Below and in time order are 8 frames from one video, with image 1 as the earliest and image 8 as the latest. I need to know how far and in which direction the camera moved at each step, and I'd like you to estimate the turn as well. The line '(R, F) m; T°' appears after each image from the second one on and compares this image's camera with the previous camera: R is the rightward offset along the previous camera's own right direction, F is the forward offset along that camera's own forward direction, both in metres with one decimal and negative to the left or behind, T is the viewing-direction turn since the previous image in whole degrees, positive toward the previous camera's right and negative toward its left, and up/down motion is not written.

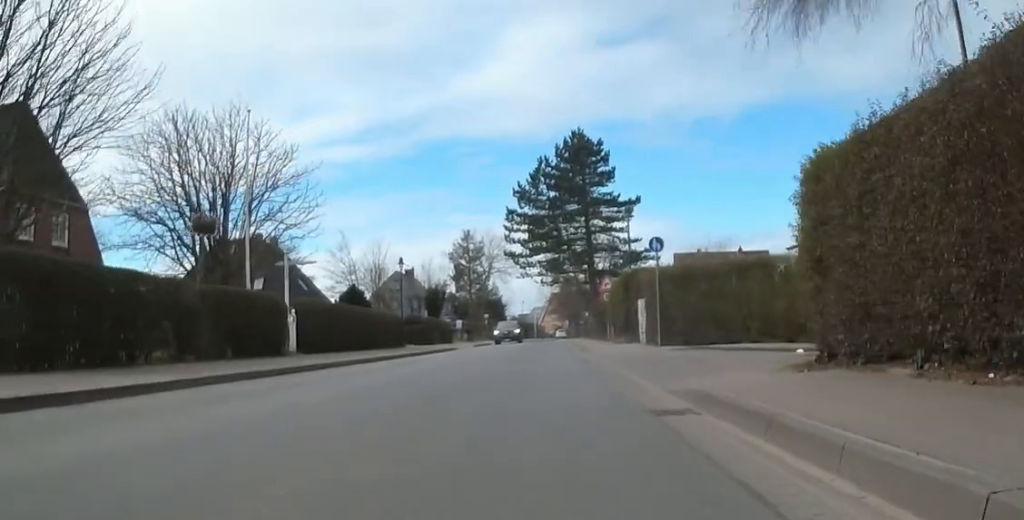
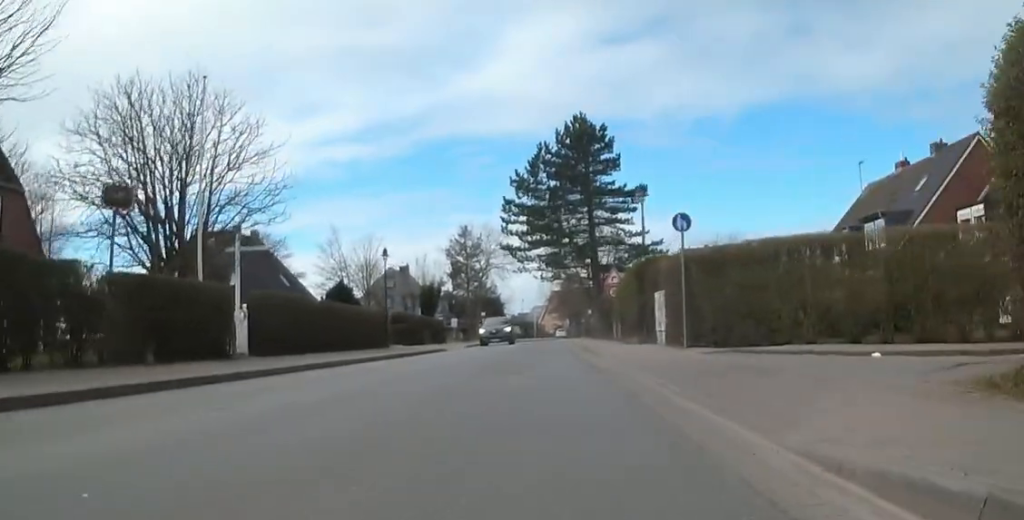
(+0.2, +4.1) m; +2°
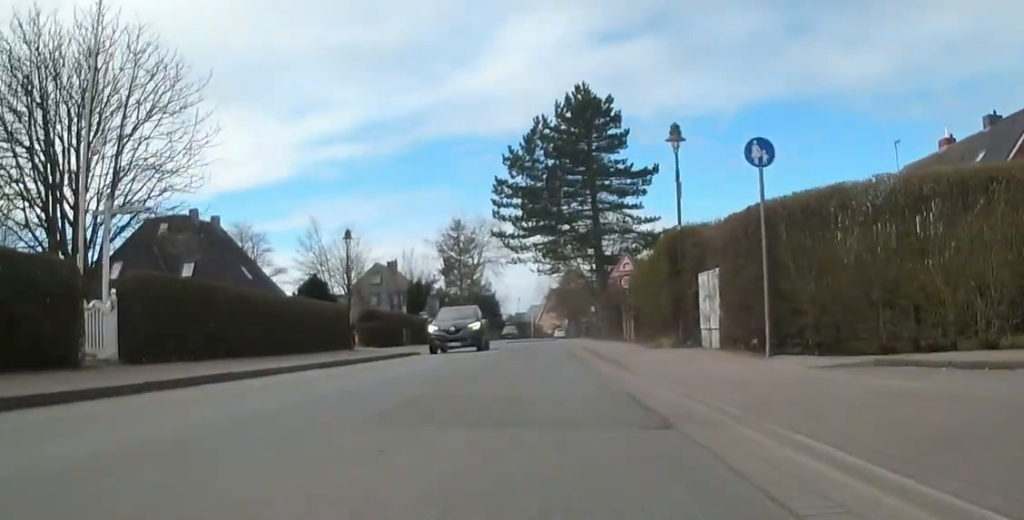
(0.0, +6.6) m; 0°
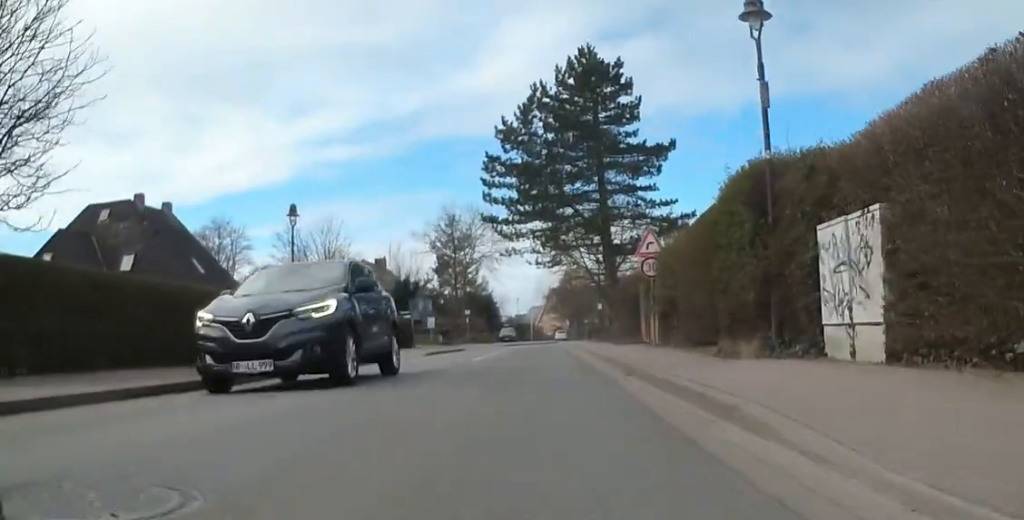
(0.0, +6.7) m; 0°
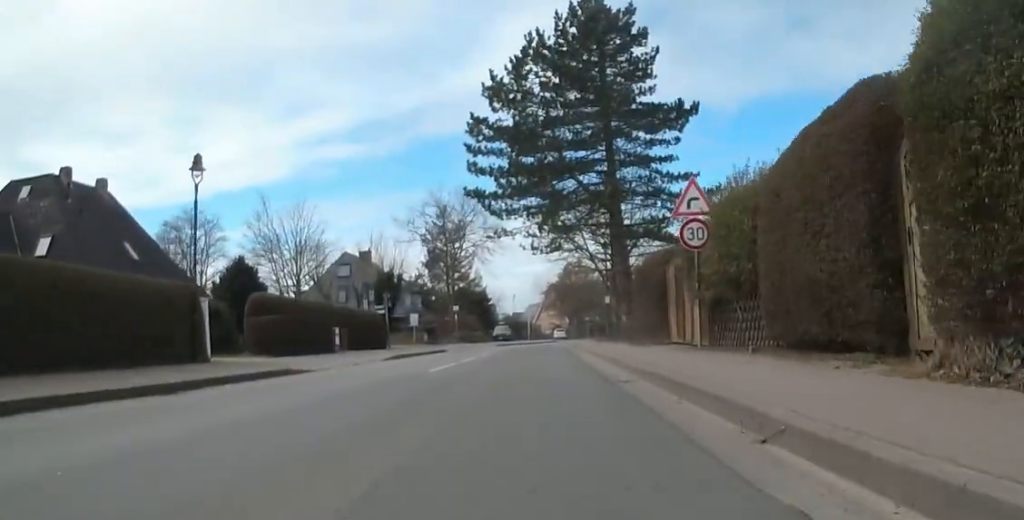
(0.0, +6.8) m; -2°
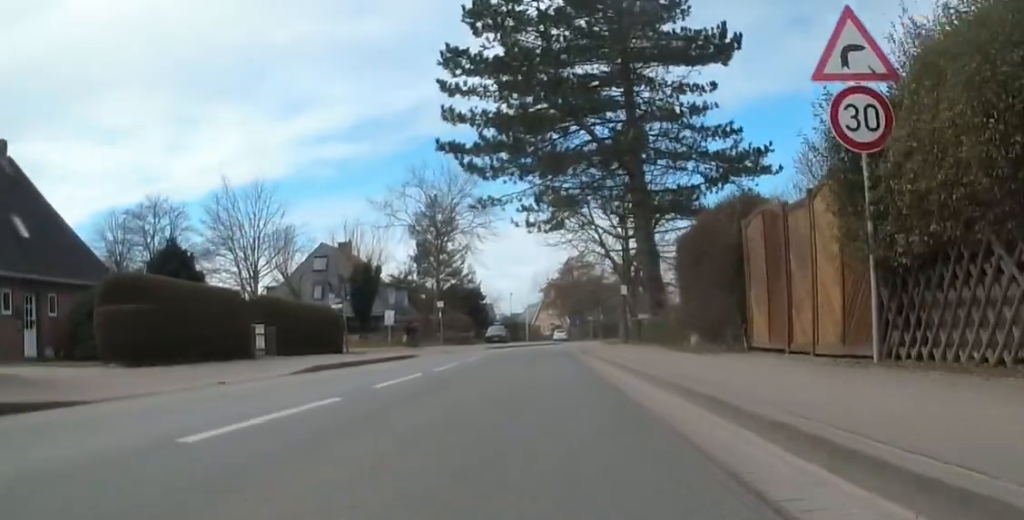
(-0.5, +7.9) m; -5°
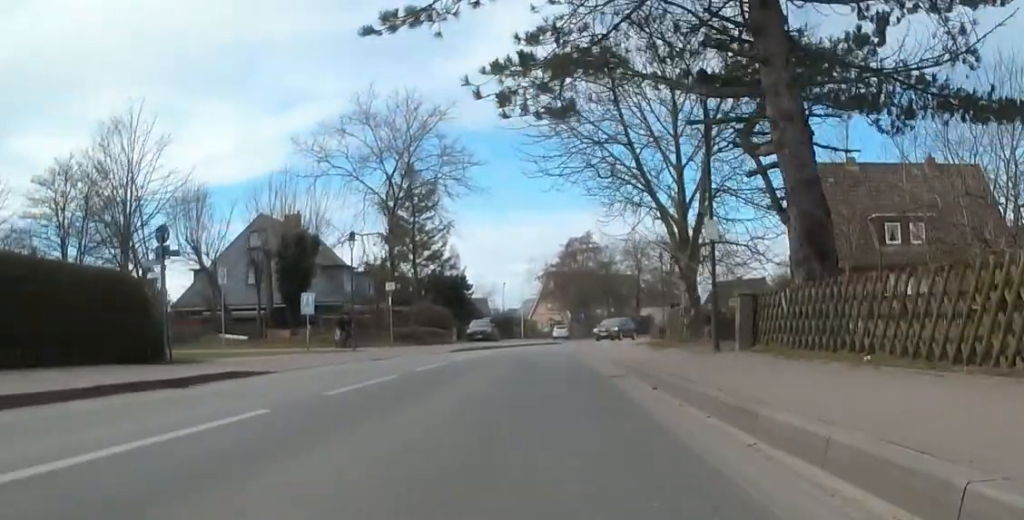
(+0.9, +15.1) m; +7°
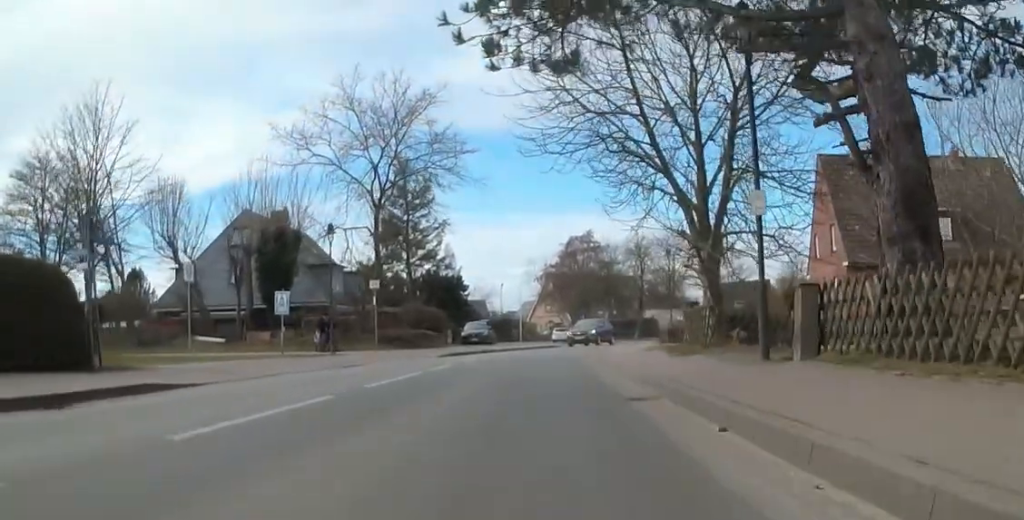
(0.0, +2.9) m; +1°
